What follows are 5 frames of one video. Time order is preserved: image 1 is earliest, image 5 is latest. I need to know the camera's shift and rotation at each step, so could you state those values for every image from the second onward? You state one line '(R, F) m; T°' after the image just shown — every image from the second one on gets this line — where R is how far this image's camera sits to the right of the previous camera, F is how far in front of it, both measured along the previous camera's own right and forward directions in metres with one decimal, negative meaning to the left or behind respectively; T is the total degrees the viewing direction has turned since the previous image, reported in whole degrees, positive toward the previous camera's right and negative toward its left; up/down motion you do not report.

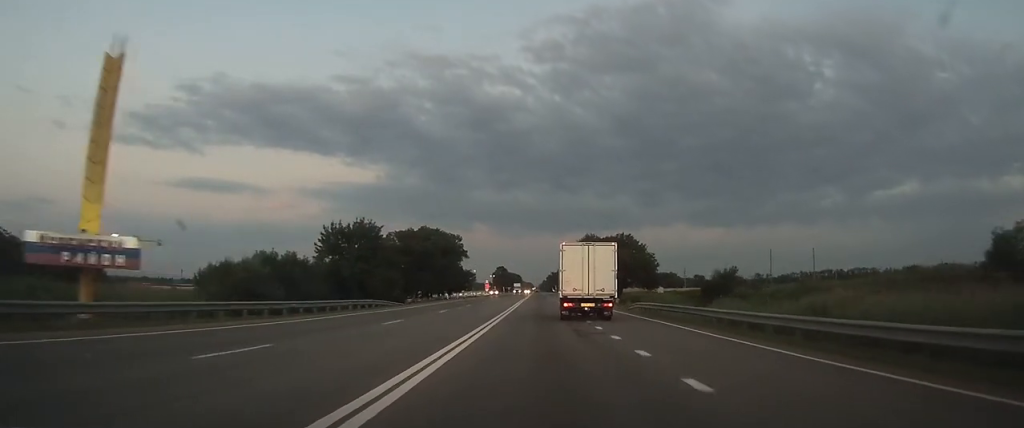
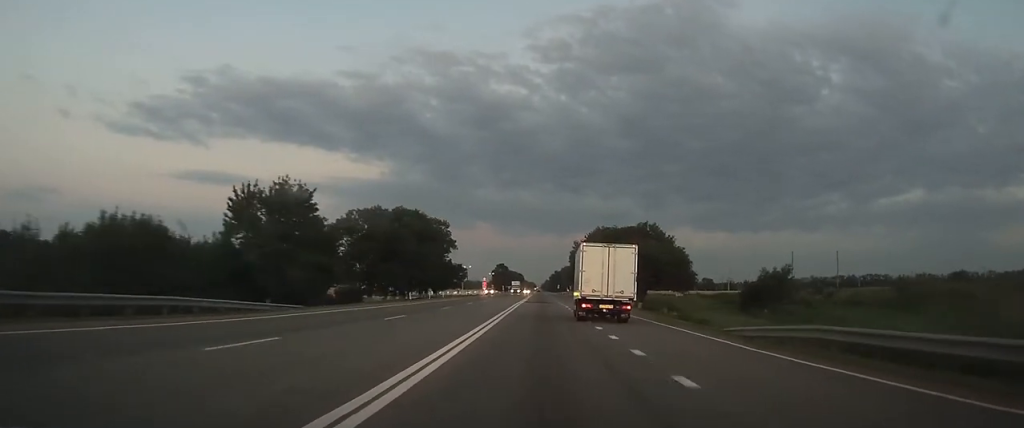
(+0.1, +23.8) m; 0°
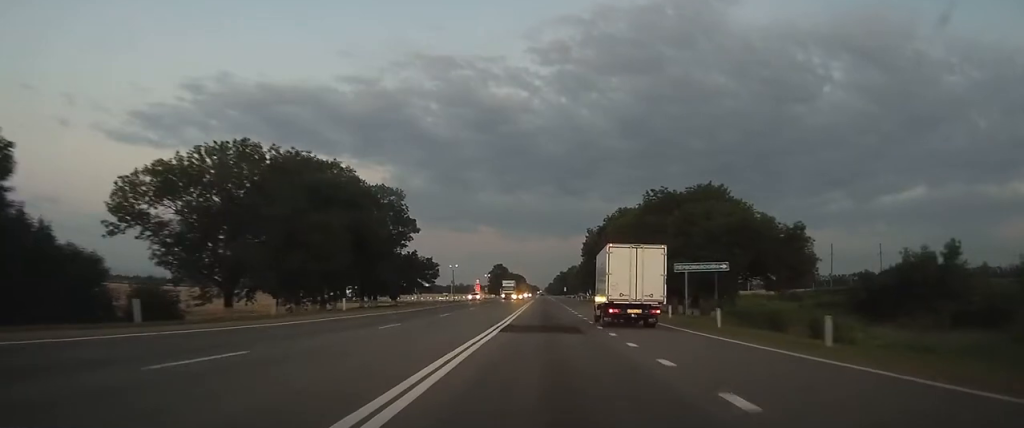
(0.0, +38.4) m; 0°
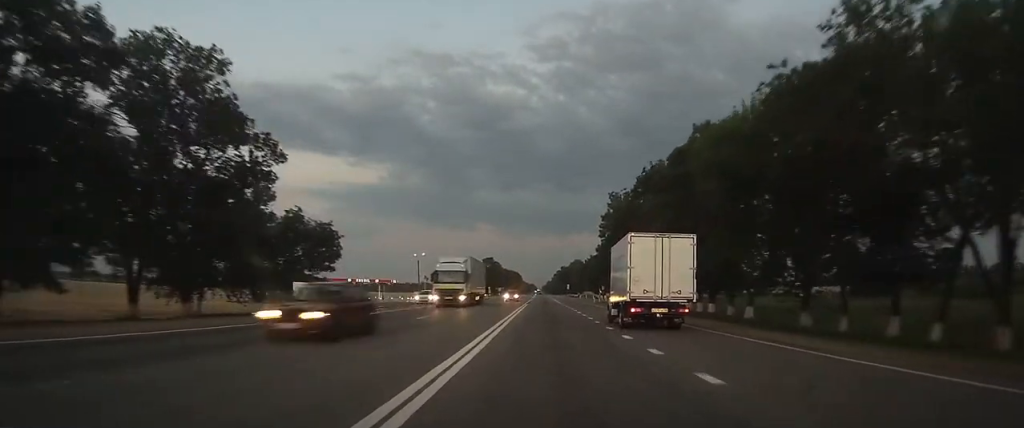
(-0.1, +43.0) m; 0°
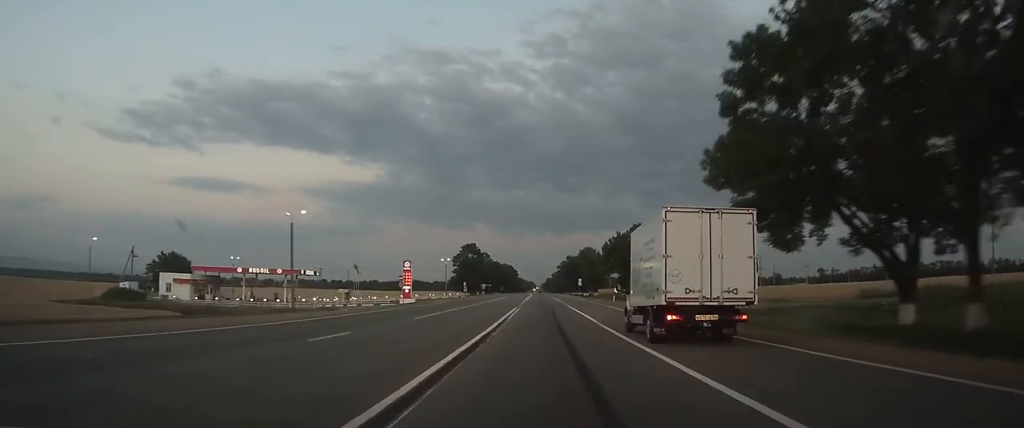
(-0.1, +59.6) m; 0°
